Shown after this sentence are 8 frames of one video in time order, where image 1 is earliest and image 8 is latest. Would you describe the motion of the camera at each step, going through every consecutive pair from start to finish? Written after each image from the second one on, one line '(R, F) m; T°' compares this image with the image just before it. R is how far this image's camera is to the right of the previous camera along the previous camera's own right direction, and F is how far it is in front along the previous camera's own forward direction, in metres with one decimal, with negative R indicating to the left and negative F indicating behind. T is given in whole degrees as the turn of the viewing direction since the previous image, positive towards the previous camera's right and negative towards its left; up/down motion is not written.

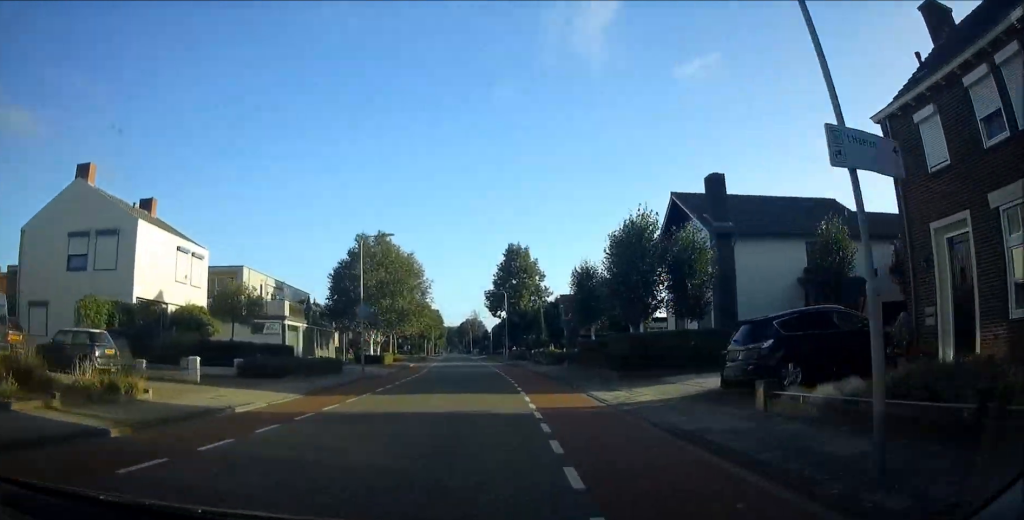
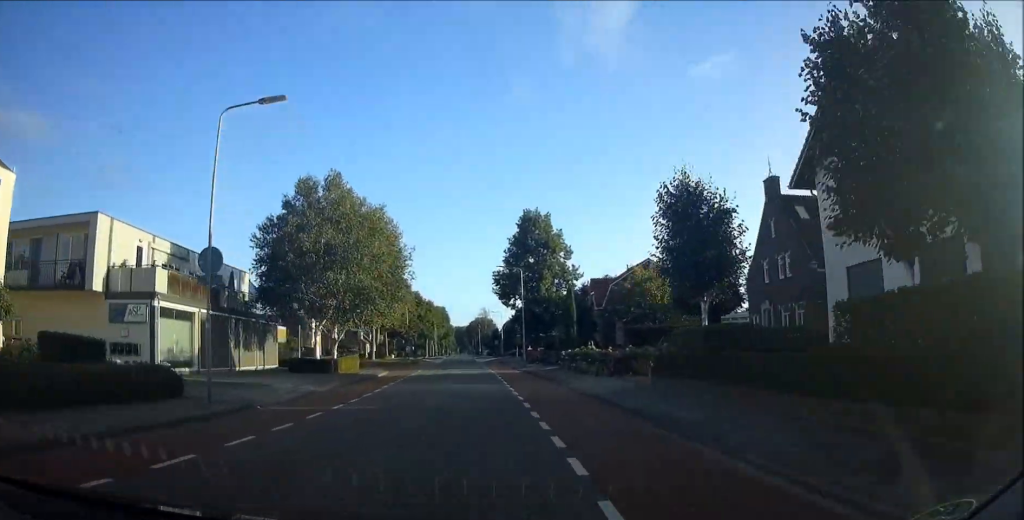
(-0.1, +17.2) m; -1°
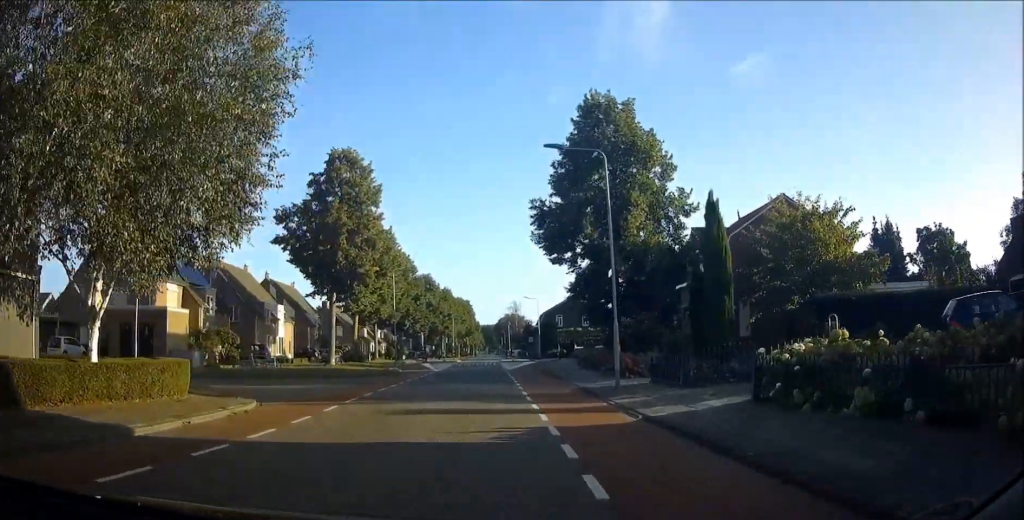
(-0.8, +24.6) m; -4°
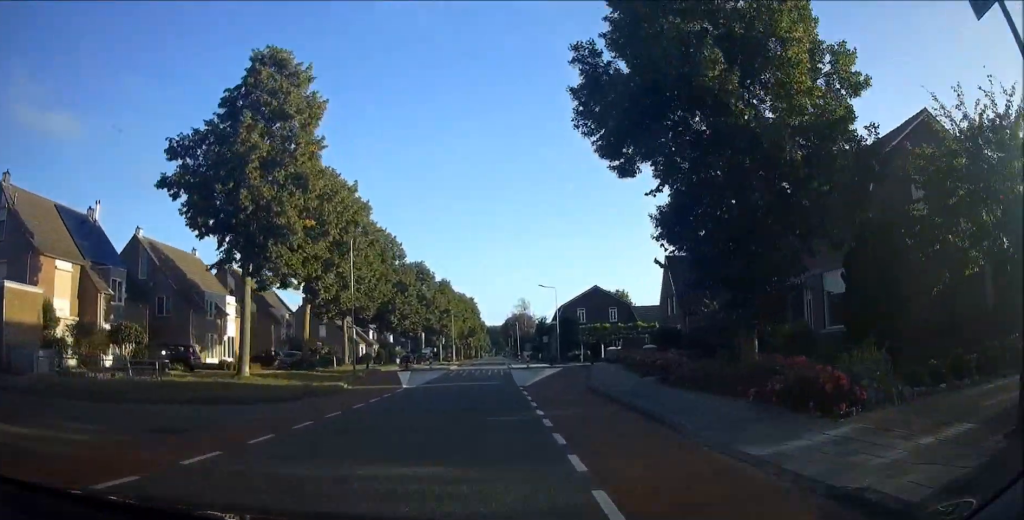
(-0.3, +14.4) m; -1°
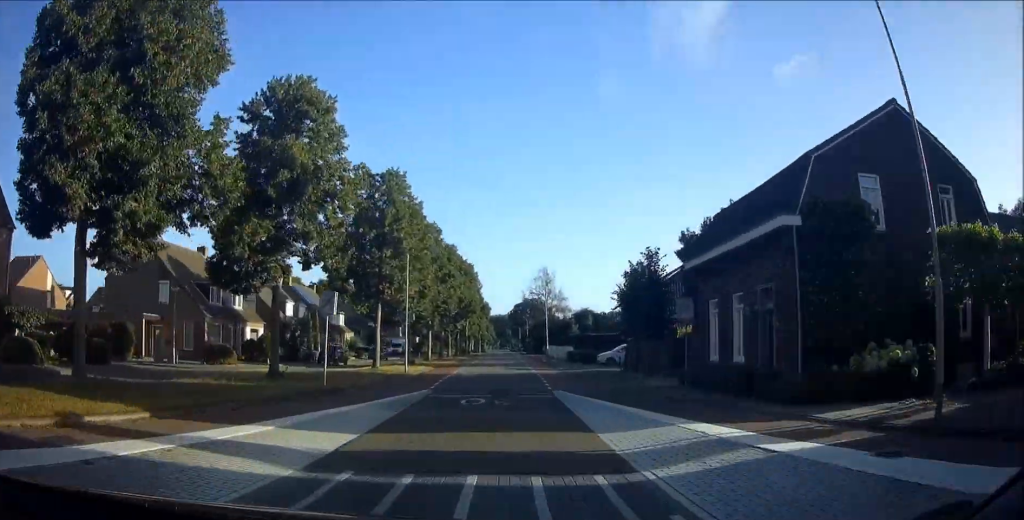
(+1.2, +49.9) m; +3°
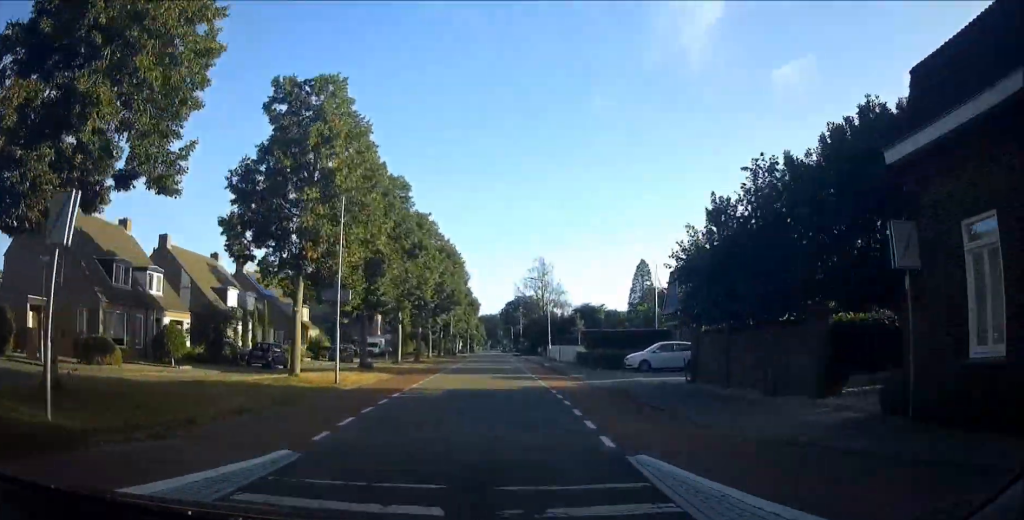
(+0.1, +14.4) m; 0°
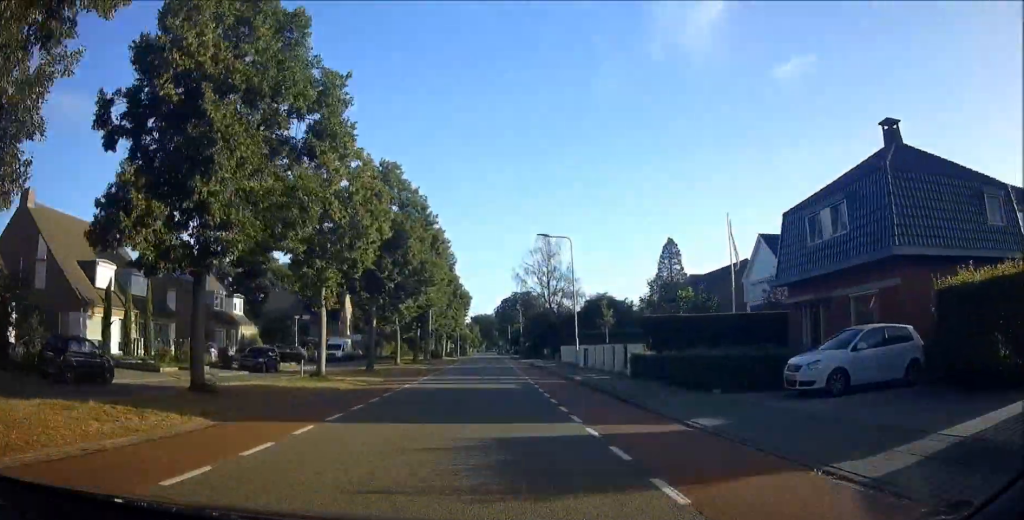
(0.0, +19.4) m; 0°
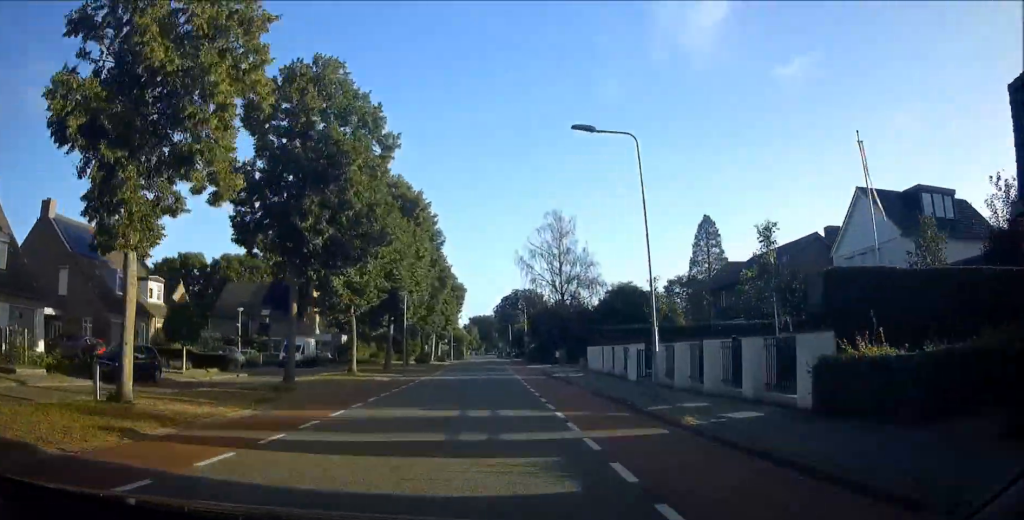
(0.0, +15.4) m; -1°
